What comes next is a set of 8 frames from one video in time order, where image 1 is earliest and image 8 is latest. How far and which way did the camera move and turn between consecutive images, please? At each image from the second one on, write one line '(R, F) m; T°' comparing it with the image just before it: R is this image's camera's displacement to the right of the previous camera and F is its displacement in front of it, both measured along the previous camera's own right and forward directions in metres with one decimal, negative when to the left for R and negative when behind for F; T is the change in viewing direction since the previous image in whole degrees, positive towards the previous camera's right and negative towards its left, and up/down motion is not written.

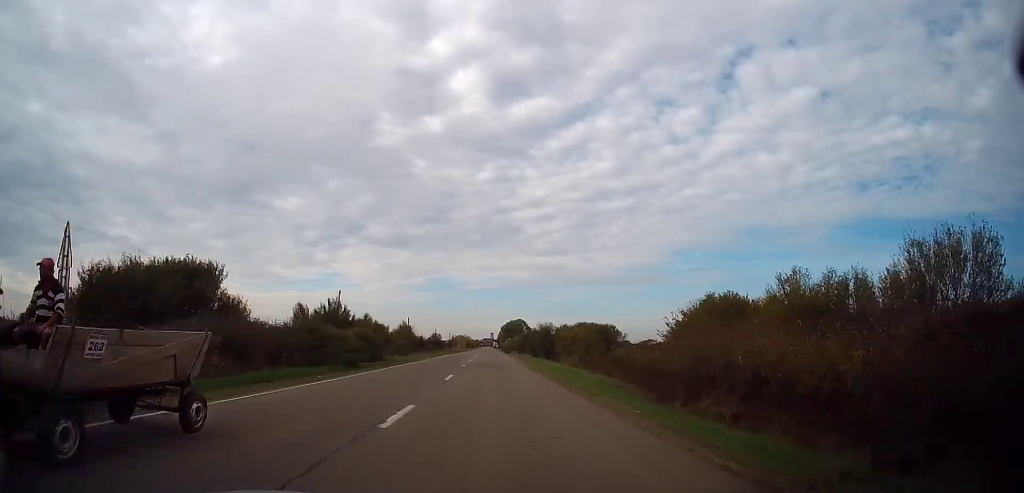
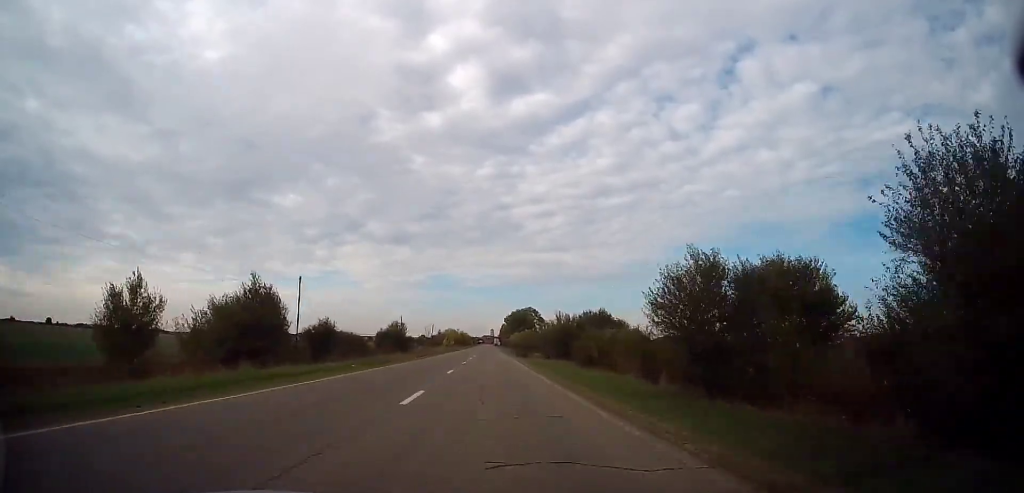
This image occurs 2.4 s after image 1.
(+0.1, +64.2) m; 0°
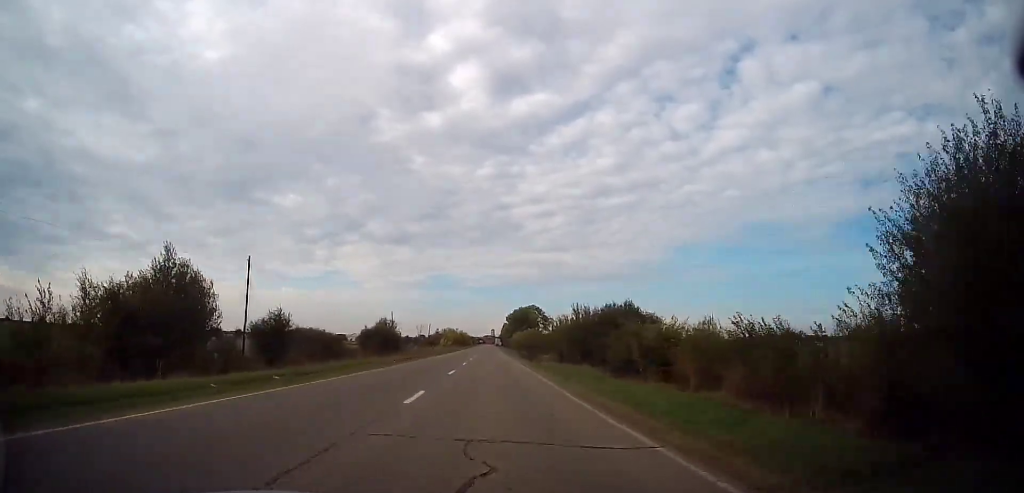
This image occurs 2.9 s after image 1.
(0.0, +11.0) m; 0°
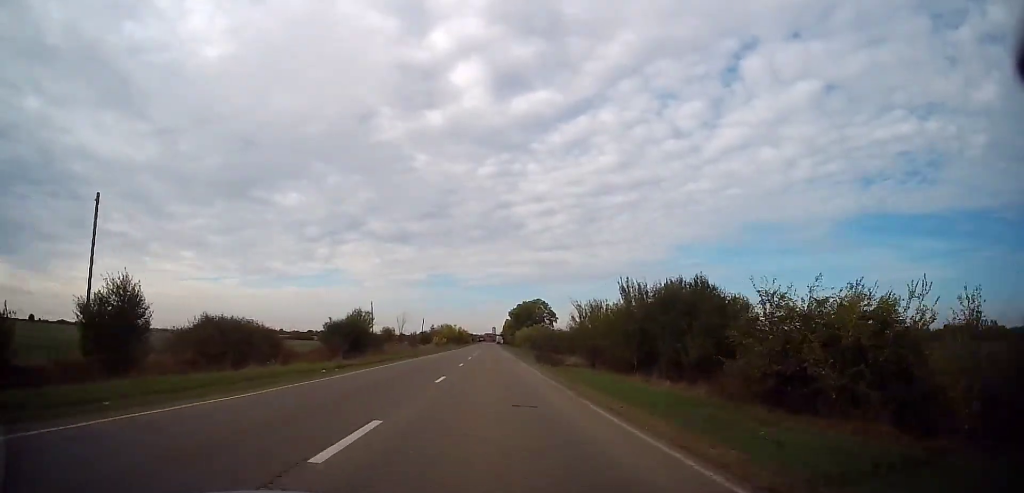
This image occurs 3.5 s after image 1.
(-0.1, +16.8) m; 0°
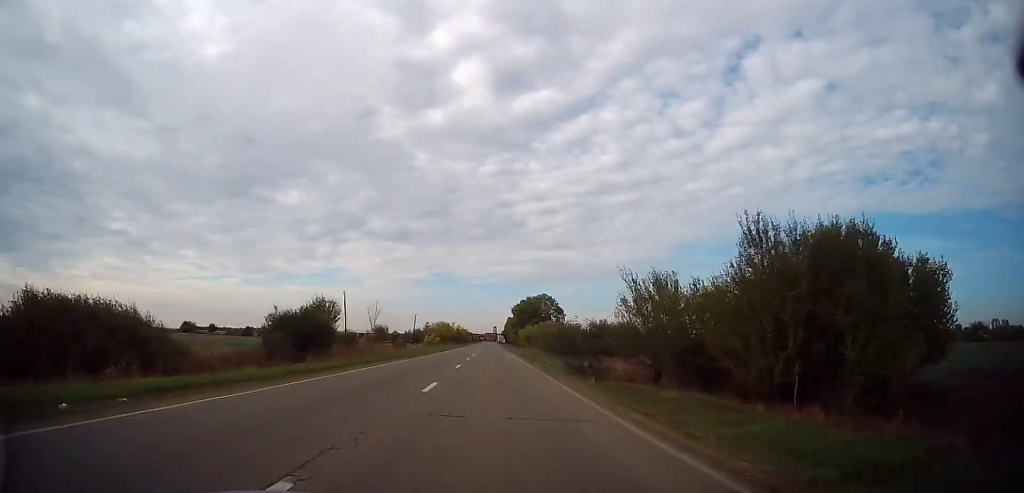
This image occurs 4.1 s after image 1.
(+0.1, +15.0) m; 0°
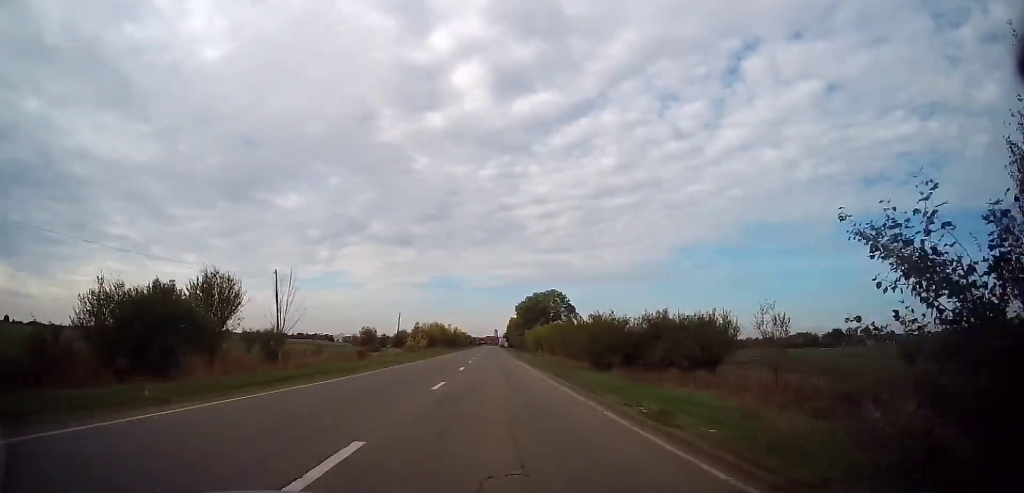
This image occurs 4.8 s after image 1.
(0.0, +20.8) m; 0°
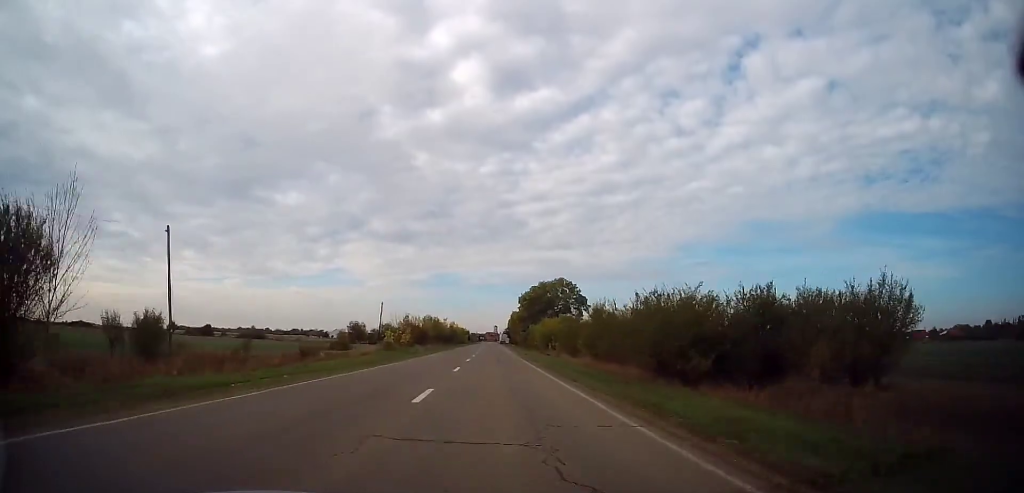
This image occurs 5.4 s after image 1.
(+0.1, +15.4) m; -1°
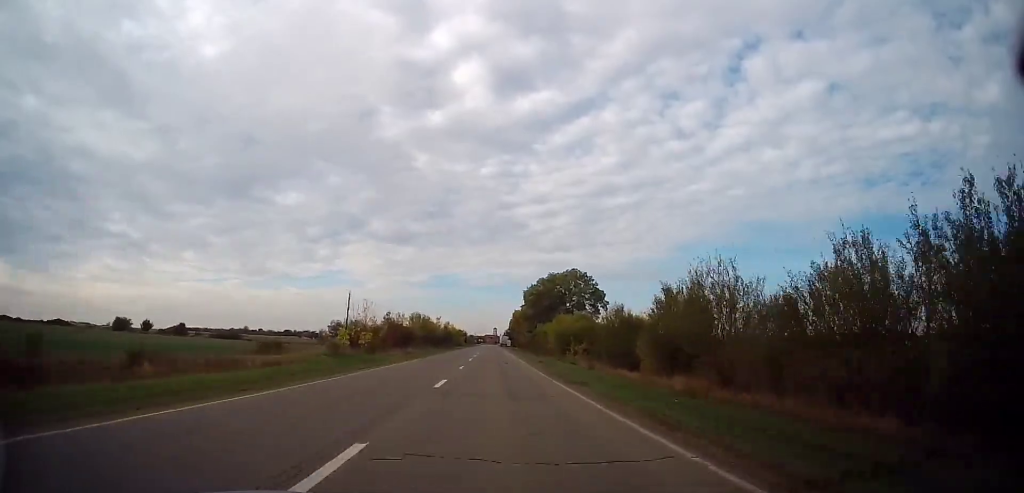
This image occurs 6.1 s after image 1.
(-0.4, +18.6) m; 0°
